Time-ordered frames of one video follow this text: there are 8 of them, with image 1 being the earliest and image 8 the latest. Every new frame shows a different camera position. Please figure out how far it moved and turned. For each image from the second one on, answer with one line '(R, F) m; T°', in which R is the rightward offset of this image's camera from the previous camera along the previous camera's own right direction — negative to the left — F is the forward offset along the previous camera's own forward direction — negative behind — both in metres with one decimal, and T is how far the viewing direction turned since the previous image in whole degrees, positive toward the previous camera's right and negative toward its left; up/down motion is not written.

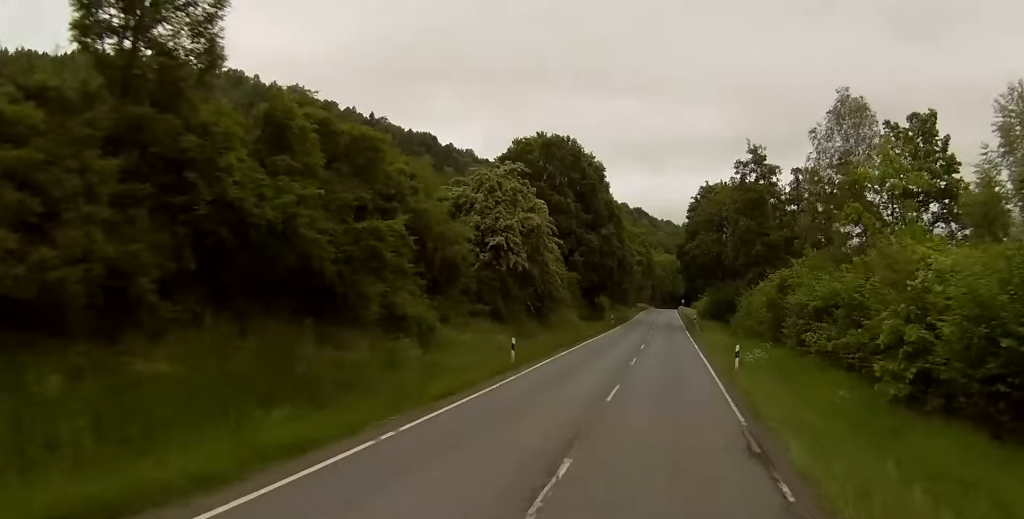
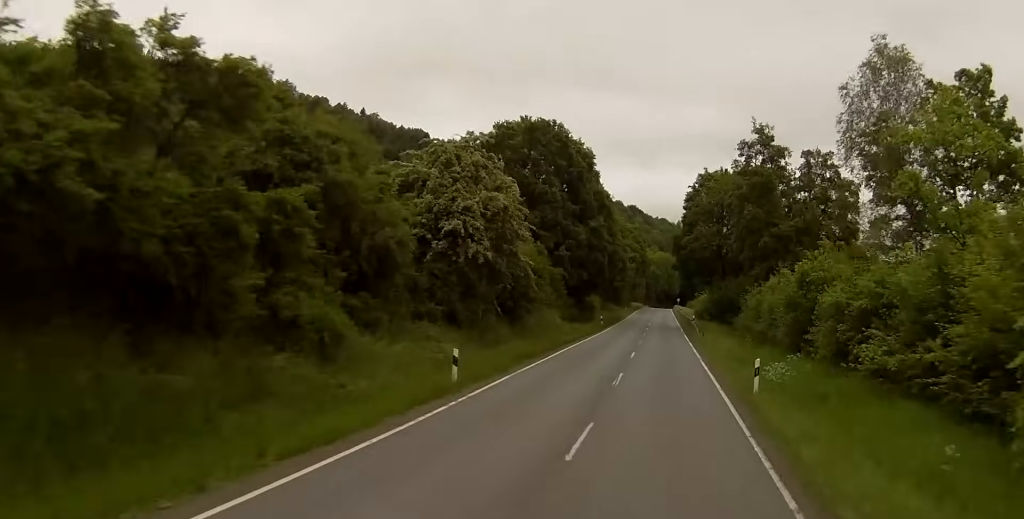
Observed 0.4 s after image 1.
(0.0, +7.9) m; +1°
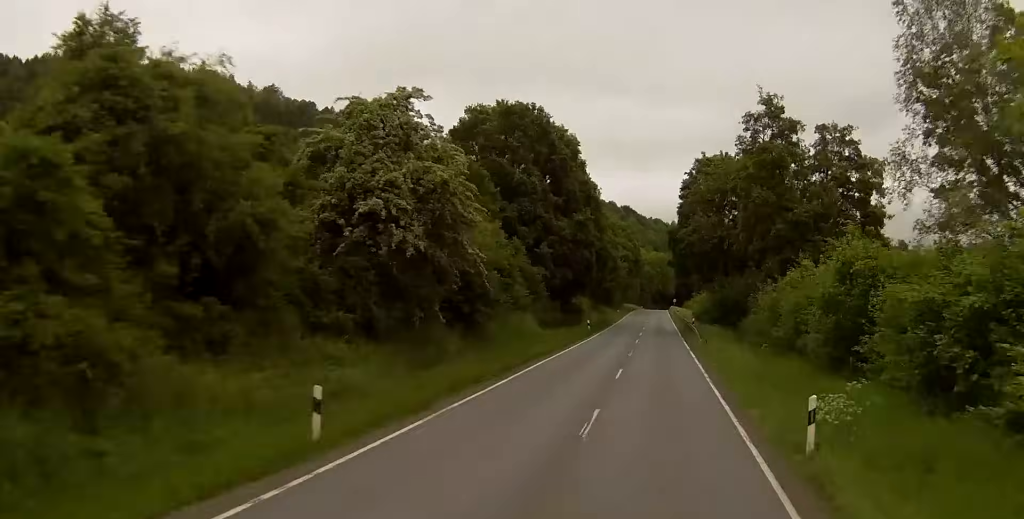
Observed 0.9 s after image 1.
(+0.1, +9.1) m; +1°
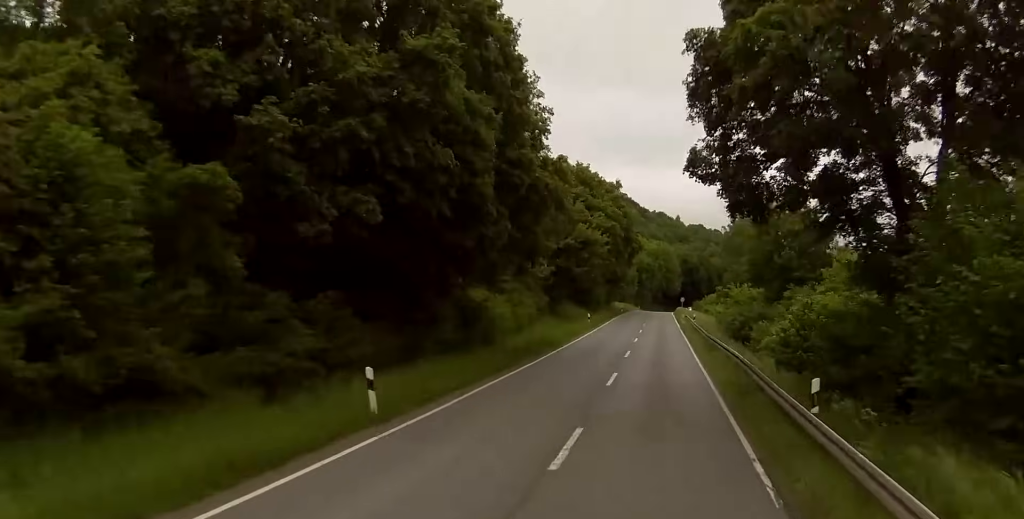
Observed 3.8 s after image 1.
(0.0, +51.0) m; 0°
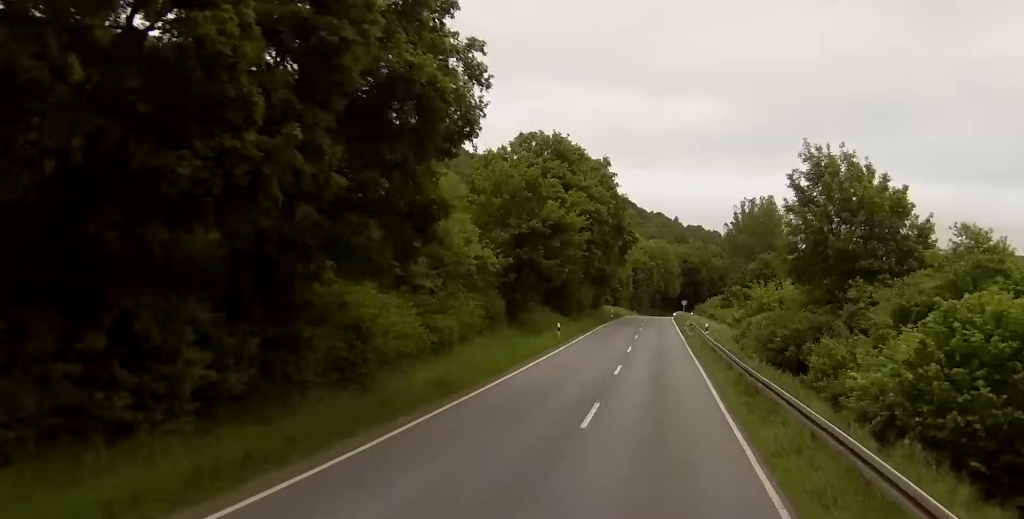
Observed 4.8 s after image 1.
(+0.3, +19.1) m; +1°
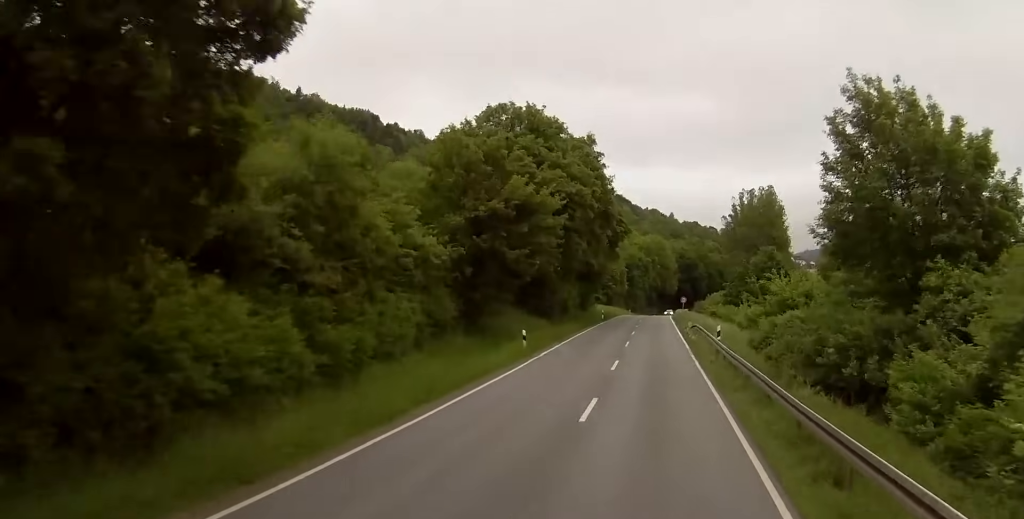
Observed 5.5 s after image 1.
(0.0, +11.3) m; 0°
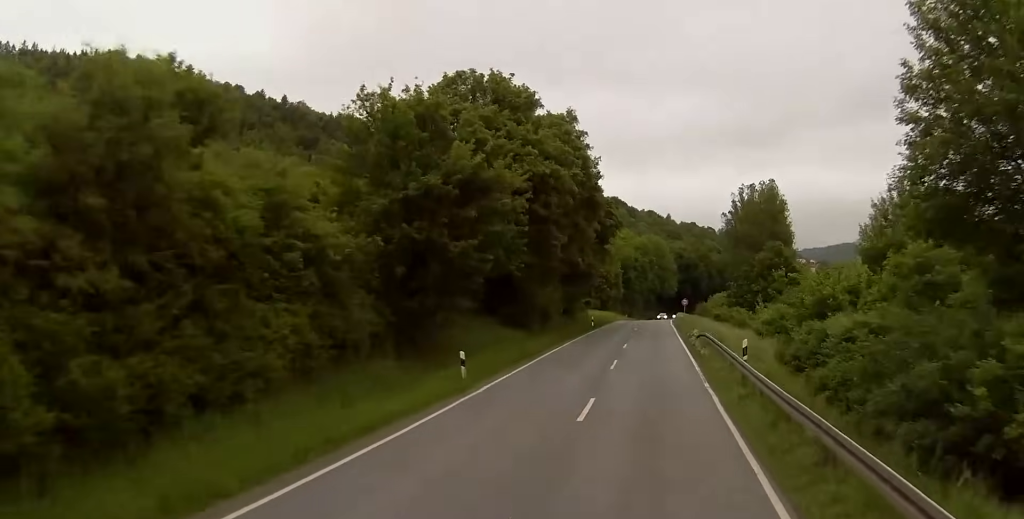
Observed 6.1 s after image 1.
(0.0, +11.4) m; 0°
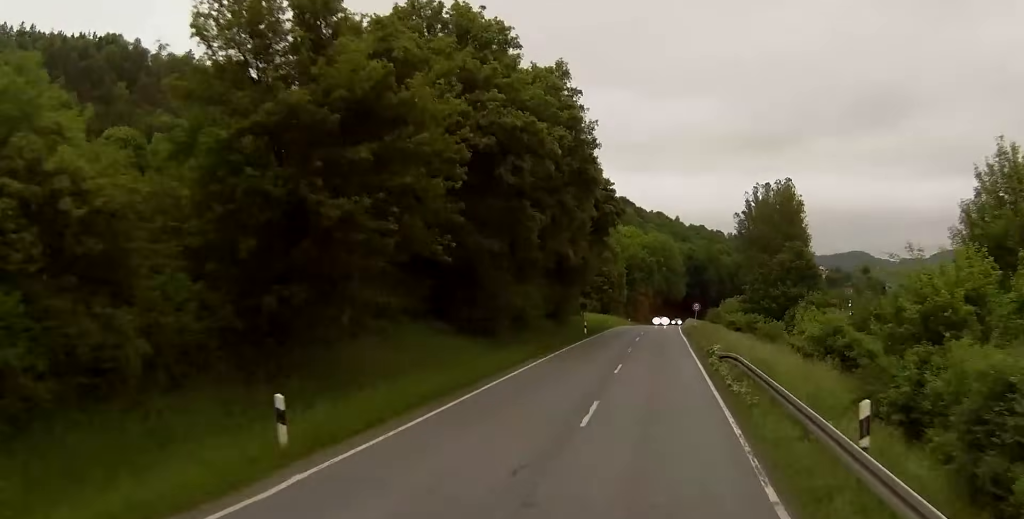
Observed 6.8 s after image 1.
(0.0, +13.2) m; 0°
